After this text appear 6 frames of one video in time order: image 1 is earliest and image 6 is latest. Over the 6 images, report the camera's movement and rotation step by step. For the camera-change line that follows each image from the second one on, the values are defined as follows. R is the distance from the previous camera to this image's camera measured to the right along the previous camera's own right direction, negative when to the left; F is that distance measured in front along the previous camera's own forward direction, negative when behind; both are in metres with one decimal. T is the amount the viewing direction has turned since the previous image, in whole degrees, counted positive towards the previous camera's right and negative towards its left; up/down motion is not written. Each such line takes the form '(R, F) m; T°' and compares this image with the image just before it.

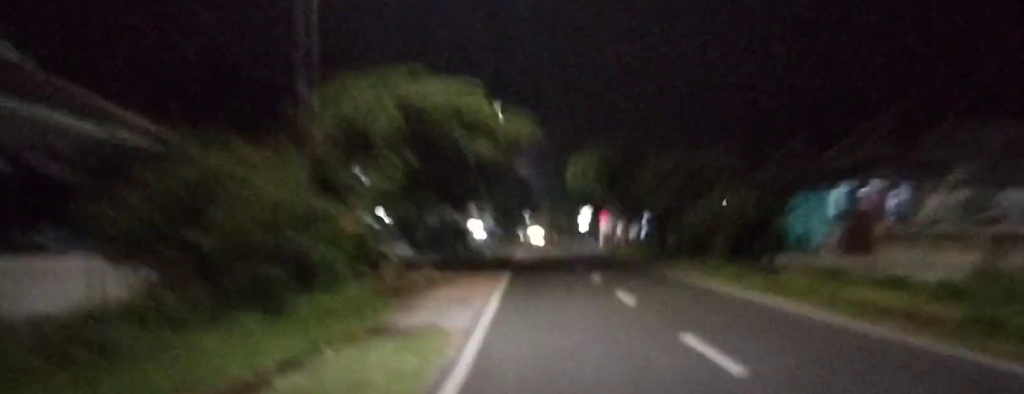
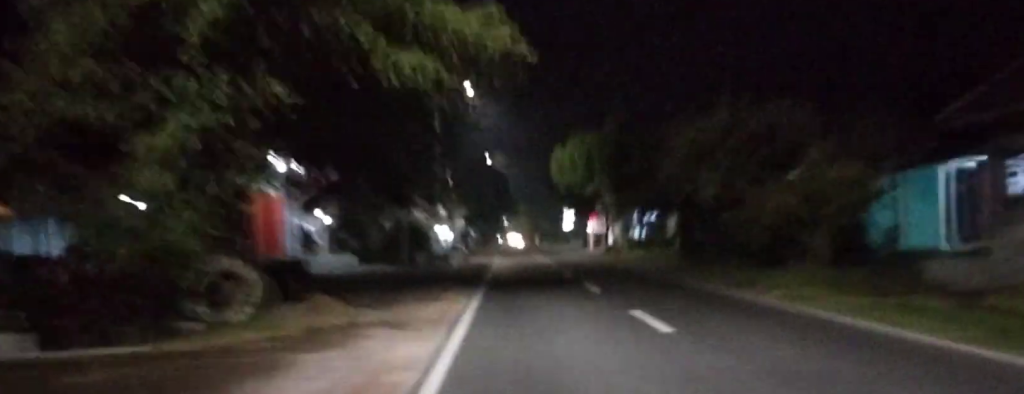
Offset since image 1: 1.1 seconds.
(-0.2, +11.9) m; -2°
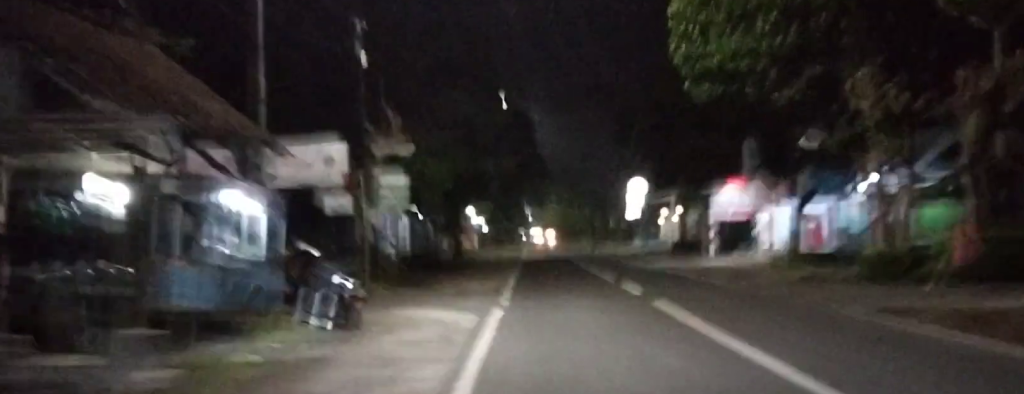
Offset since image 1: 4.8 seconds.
(+2.1, +42.1) m; +6°
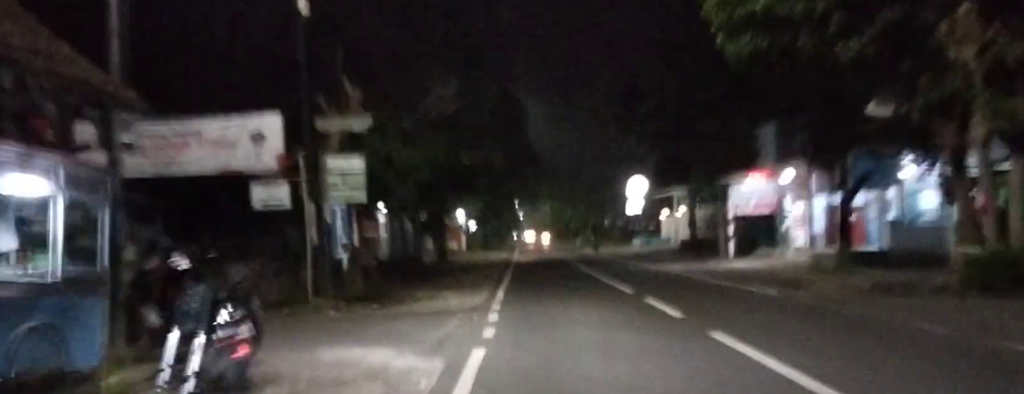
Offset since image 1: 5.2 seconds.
(0.0, +4.7) m; +1°
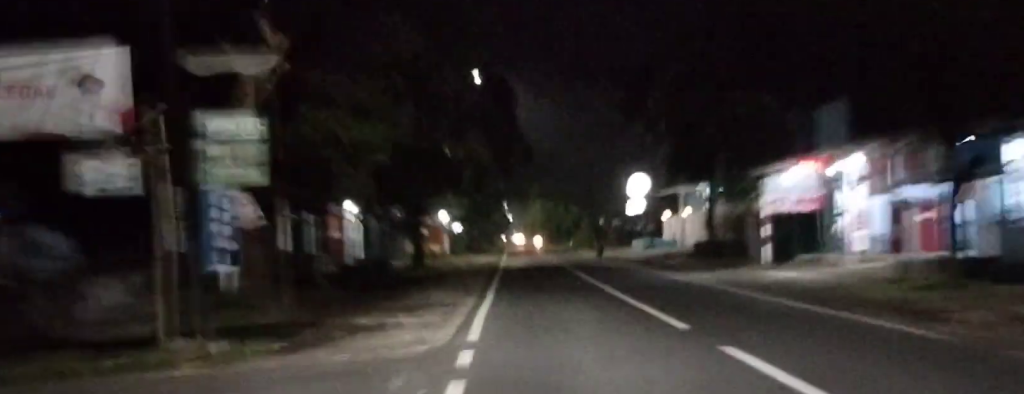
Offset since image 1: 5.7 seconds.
(+0.1, +5.8) m; 0°
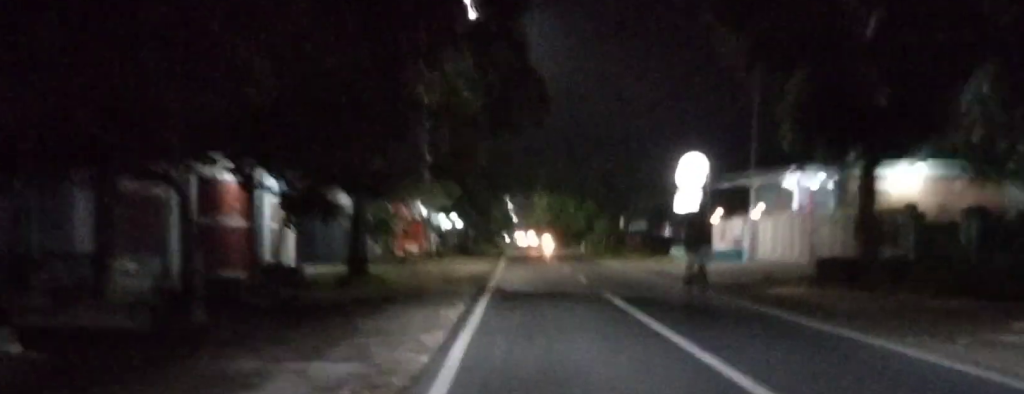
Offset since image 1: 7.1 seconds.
(-0.1, +15.8) m; 0°
